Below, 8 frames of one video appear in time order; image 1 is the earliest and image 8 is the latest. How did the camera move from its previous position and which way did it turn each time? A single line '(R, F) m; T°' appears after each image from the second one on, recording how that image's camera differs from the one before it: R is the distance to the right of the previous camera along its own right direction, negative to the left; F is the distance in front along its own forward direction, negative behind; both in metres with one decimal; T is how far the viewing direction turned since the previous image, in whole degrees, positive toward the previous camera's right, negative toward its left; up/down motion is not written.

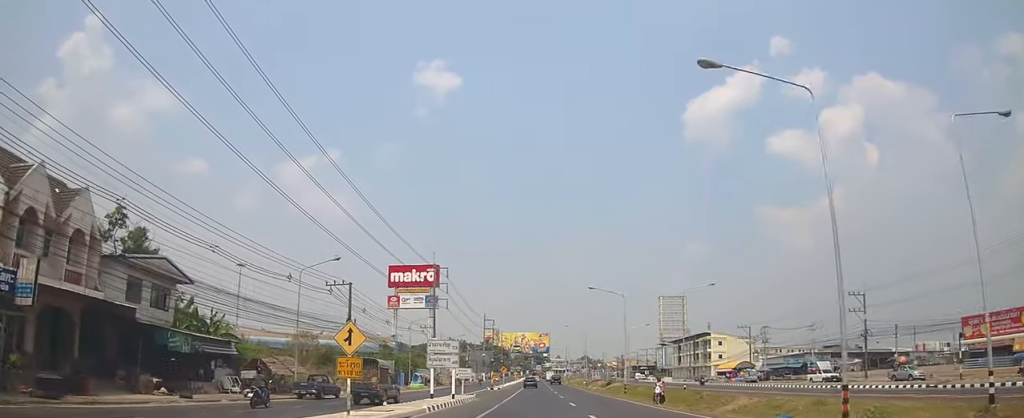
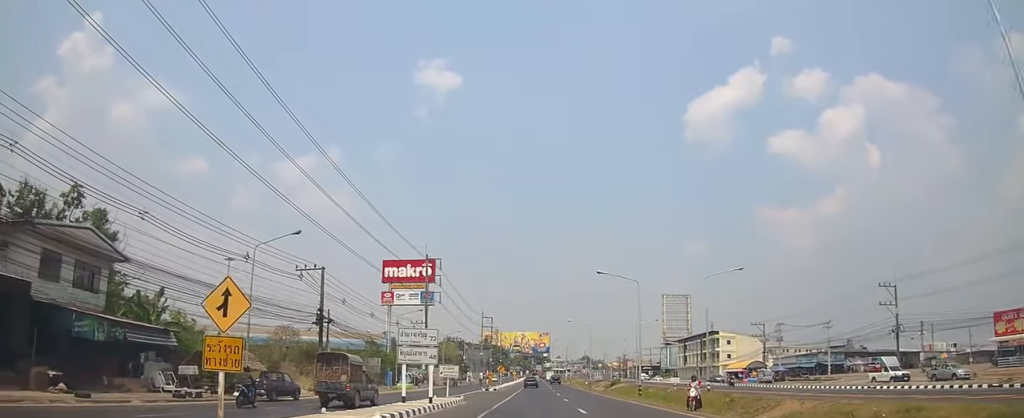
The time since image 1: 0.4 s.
(0.0, +6.7) m; 0°
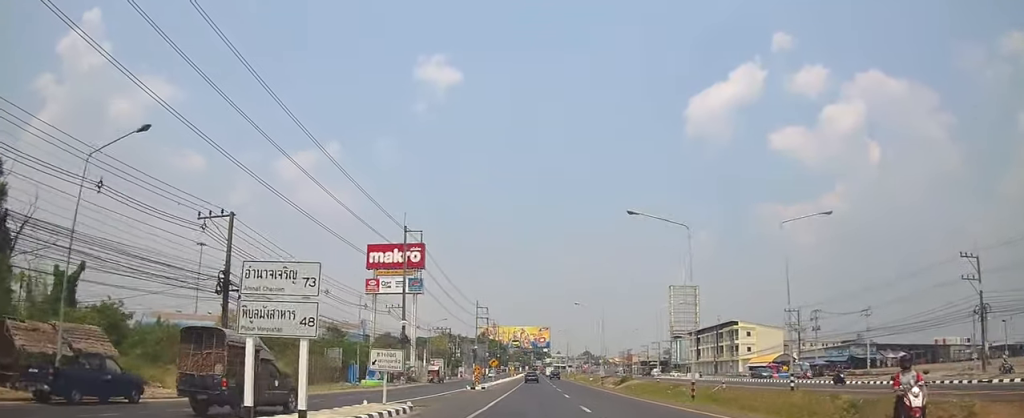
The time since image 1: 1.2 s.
(0.0, +14.0) m; 0°
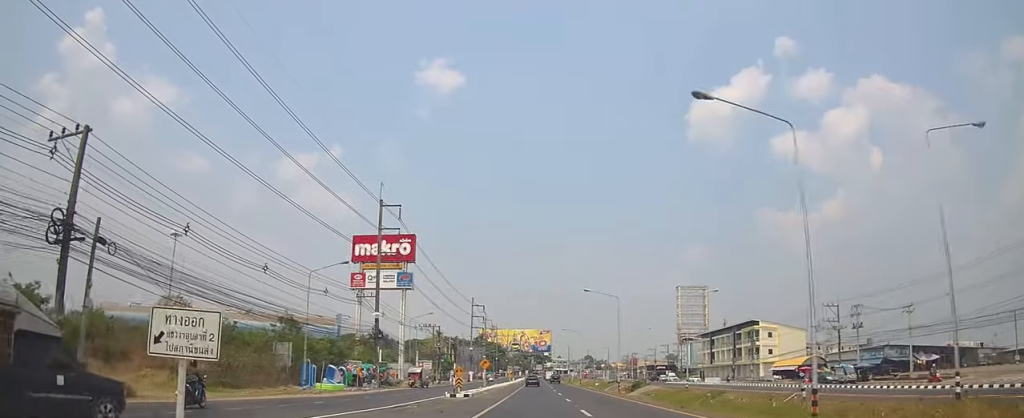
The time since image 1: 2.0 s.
(0.0, +12.1) m; 0°
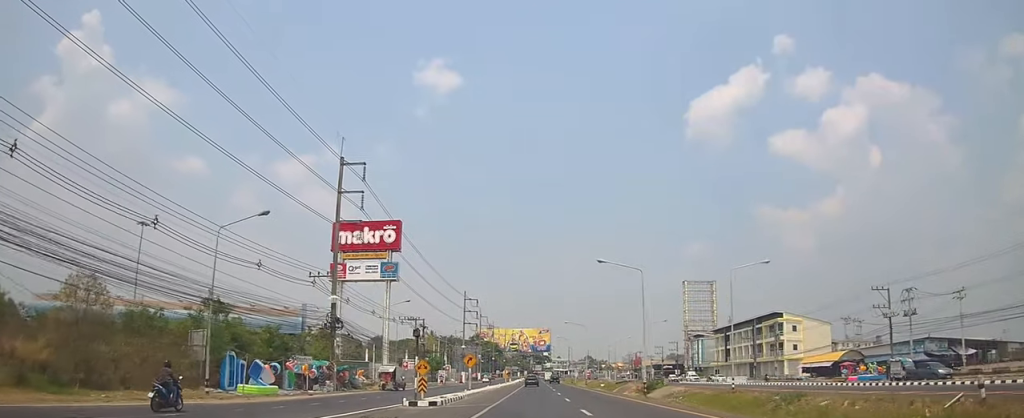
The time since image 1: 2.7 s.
(0.0, +12.4) m; 0°
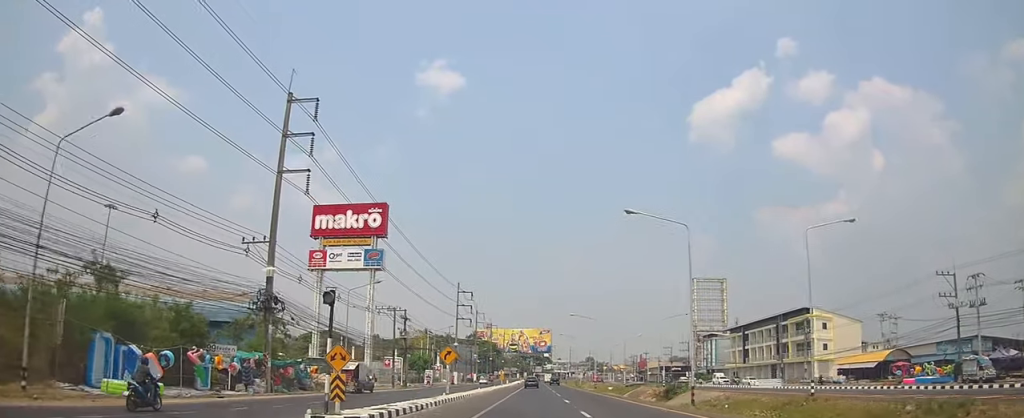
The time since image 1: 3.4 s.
(0.0, +11.9) m; +1°
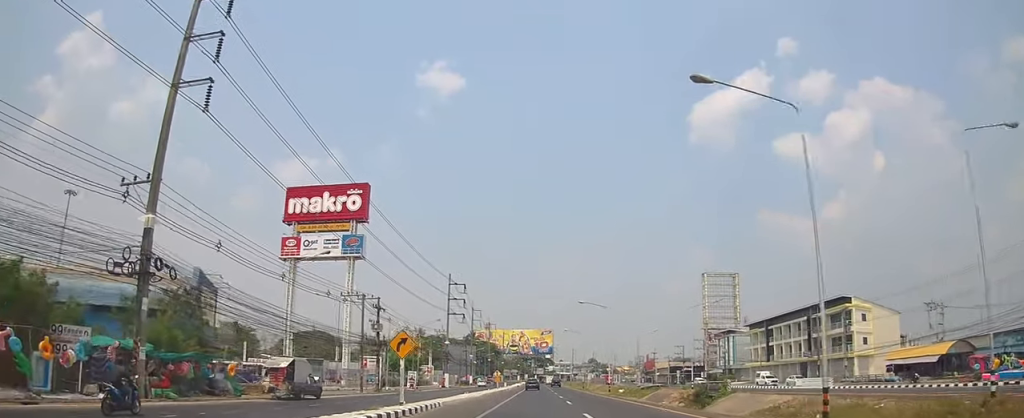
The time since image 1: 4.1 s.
(+0.1, +12.5) m; +1°
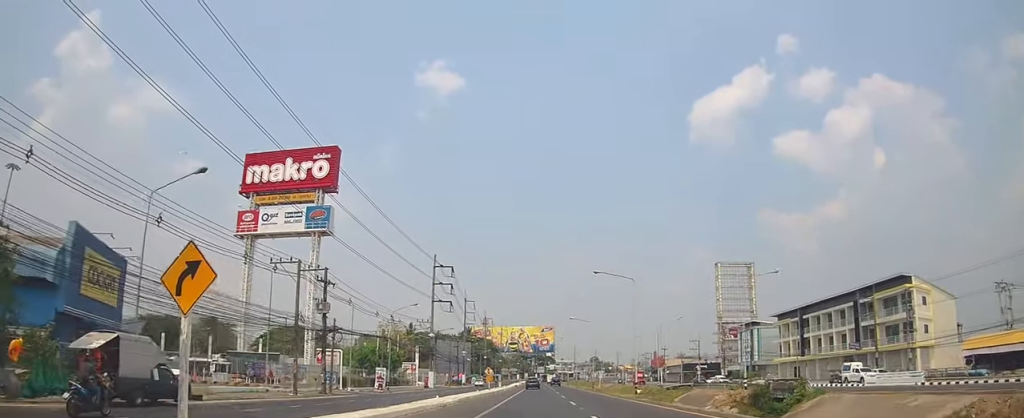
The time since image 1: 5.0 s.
(+0.4, +15.3) m; 0°
